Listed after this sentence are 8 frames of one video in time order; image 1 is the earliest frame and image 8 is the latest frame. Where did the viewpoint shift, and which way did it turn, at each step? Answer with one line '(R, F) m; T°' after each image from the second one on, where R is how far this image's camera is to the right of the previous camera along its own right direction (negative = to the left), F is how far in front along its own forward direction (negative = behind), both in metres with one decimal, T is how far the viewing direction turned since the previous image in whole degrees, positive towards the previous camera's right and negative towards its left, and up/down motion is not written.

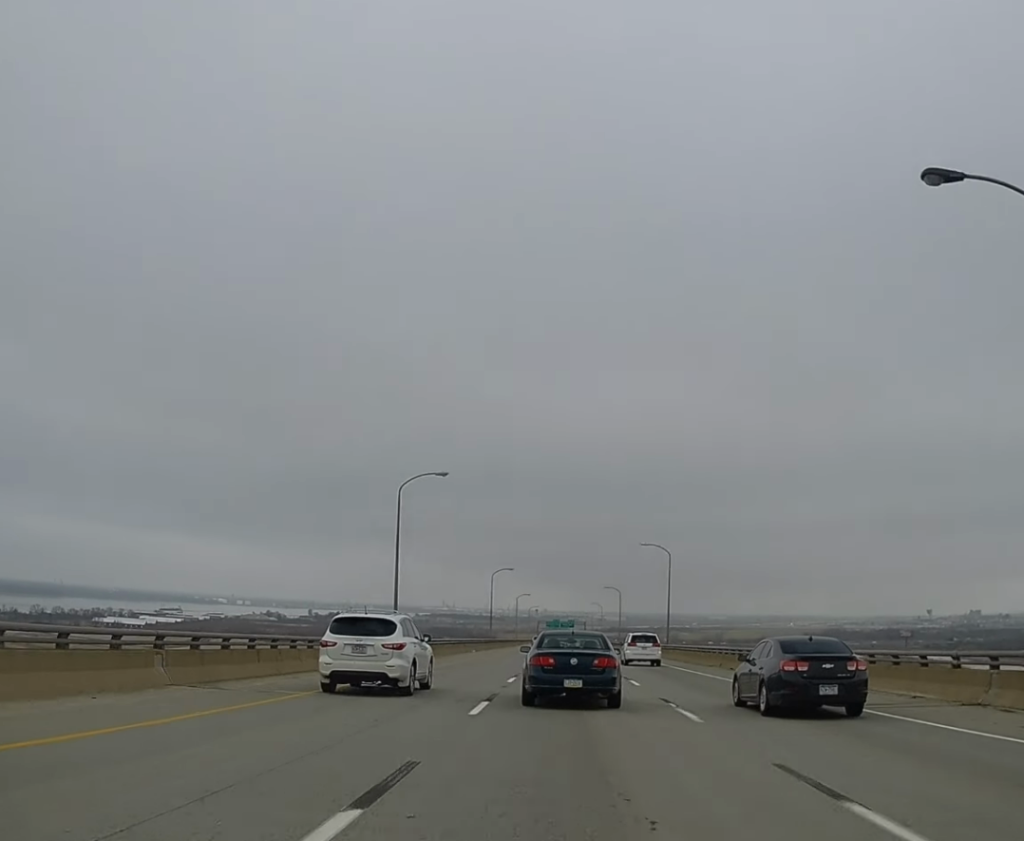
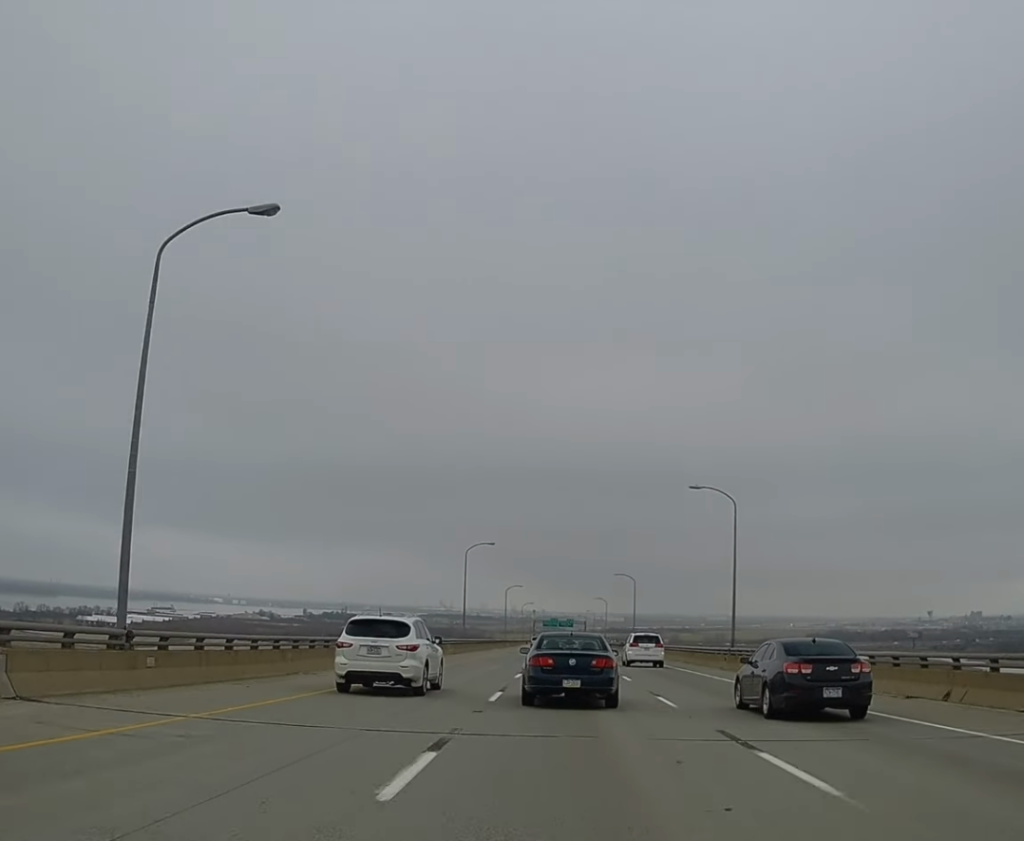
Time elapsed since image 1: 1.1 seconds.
(+0.2, +34.3) m; +1°
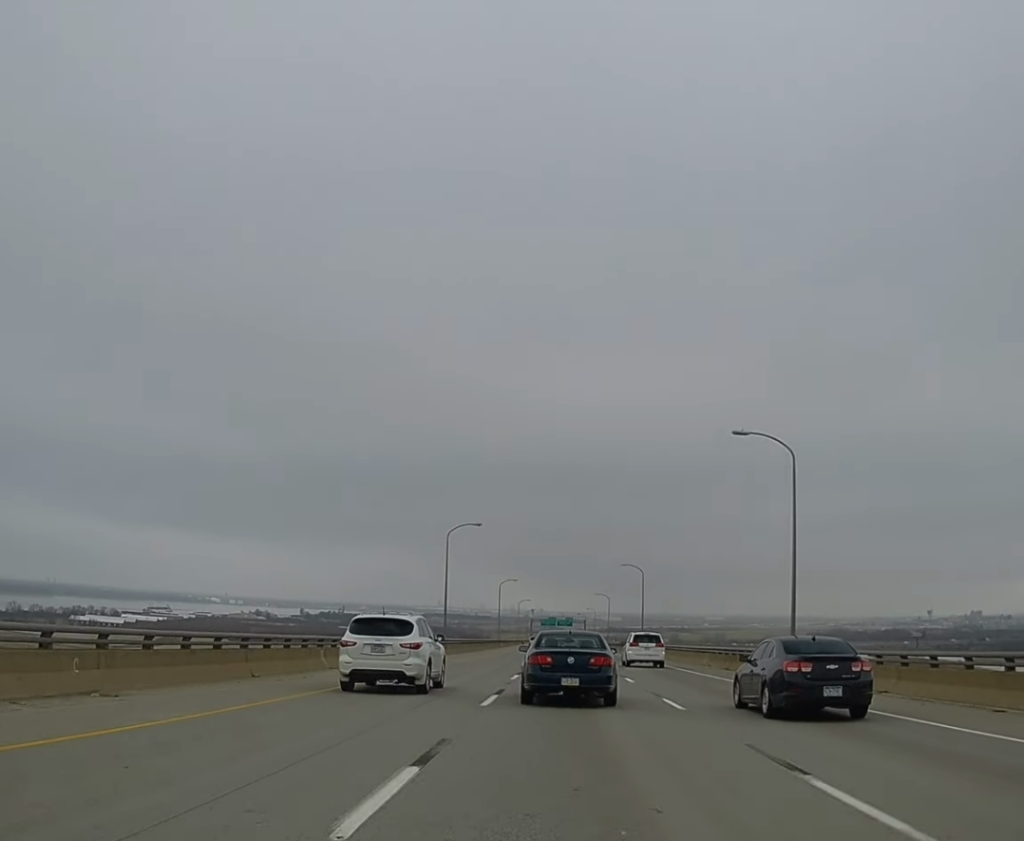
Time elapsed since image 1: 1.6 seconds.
(+0.1, +14.7) m; 0°
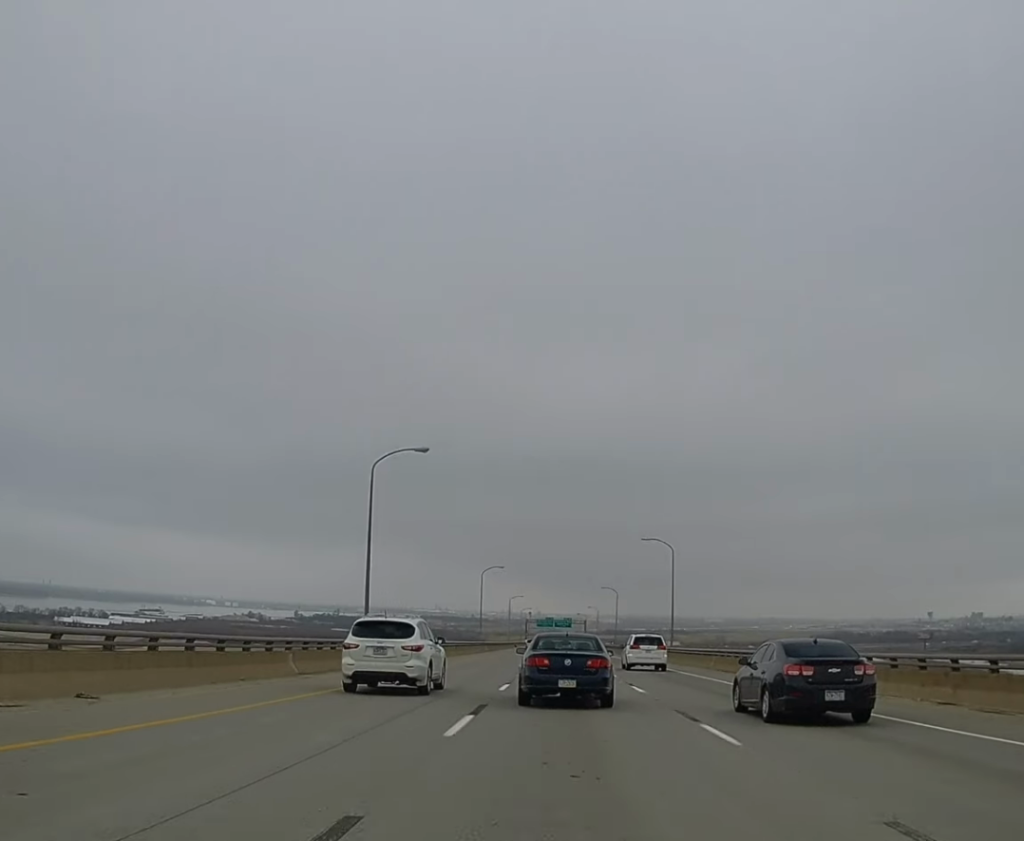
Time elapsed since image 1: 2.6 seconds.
(0.0, +31.6) m; 0°
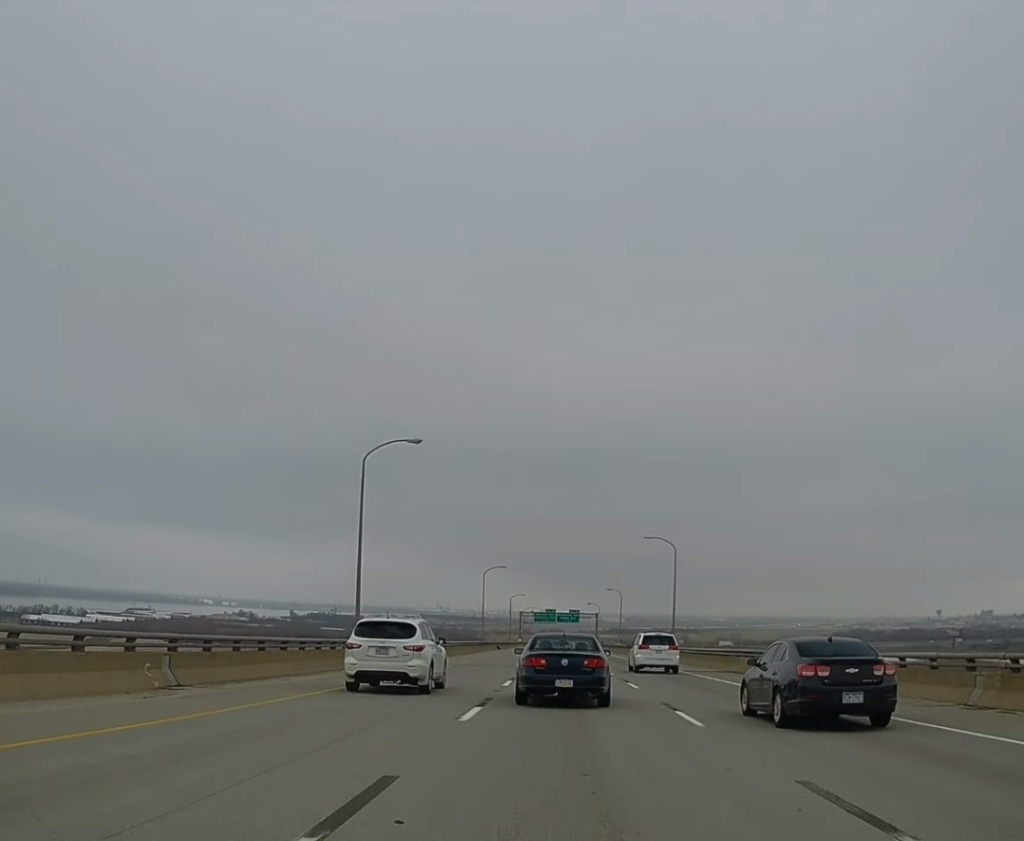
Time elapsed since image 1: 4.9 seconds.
(+0.4, +75.1) m; 0°
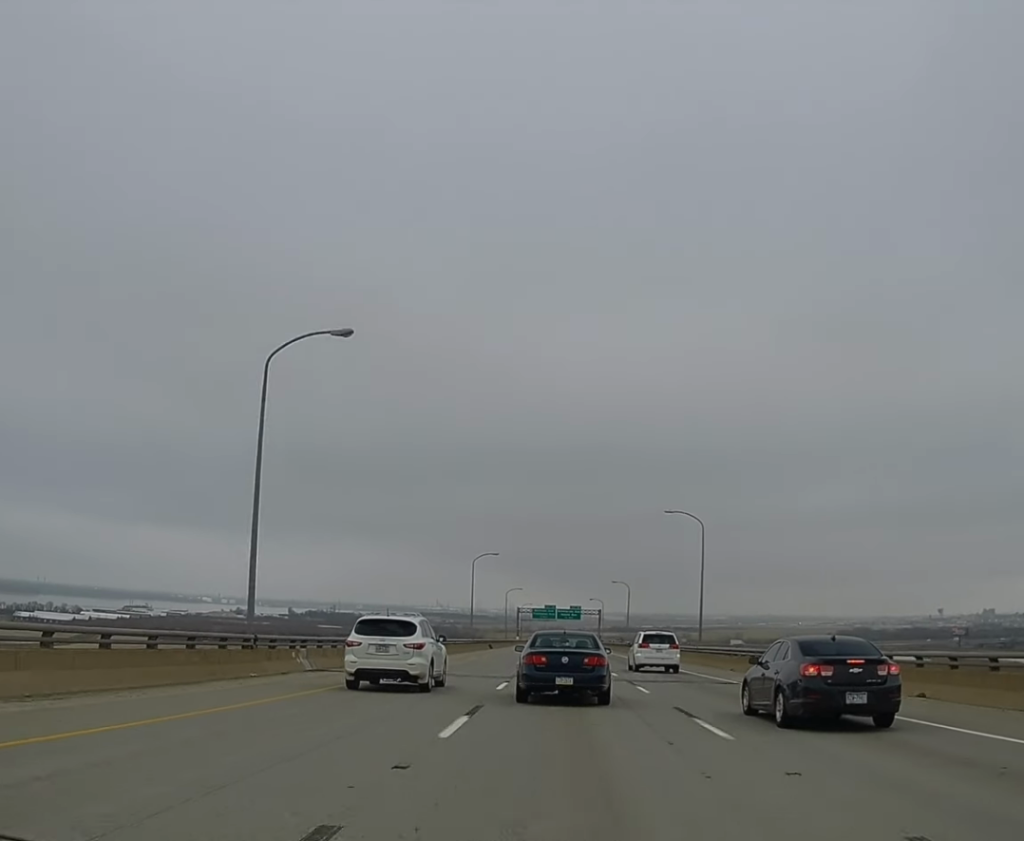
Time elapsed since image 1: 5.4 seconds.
(0.0, +15.9) m; 0°
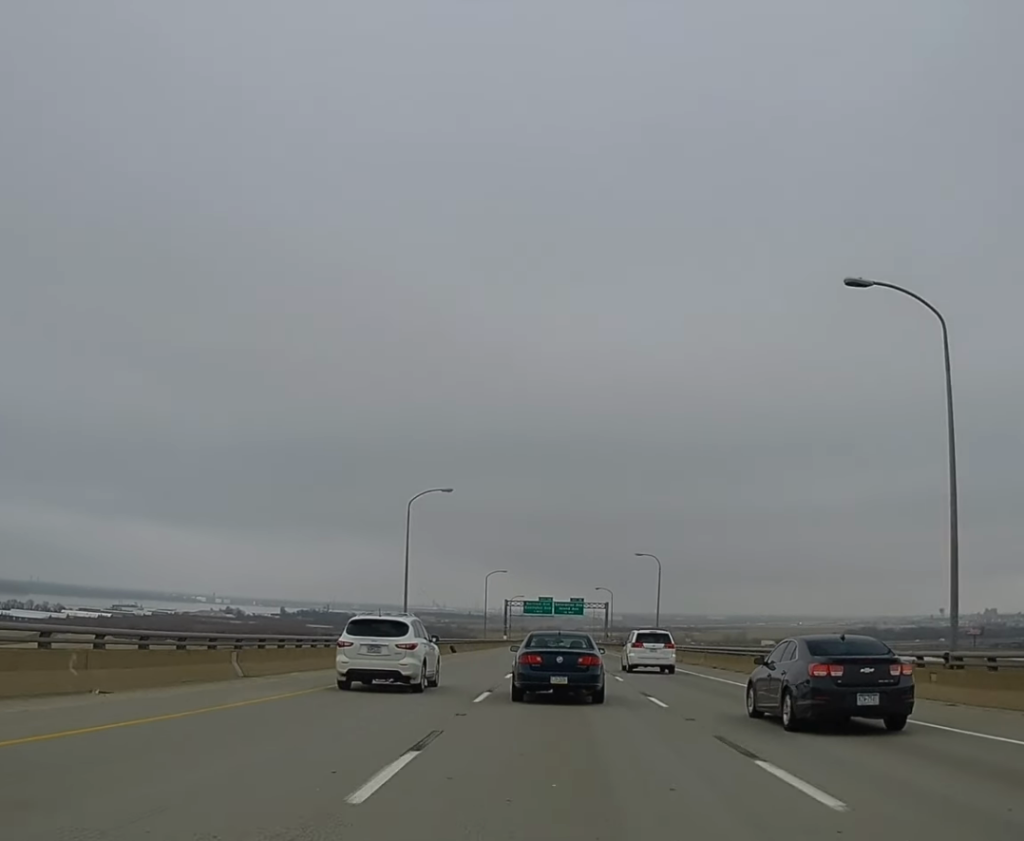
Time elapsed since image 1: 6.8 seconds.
(+0.2, +44.2) m; 0°
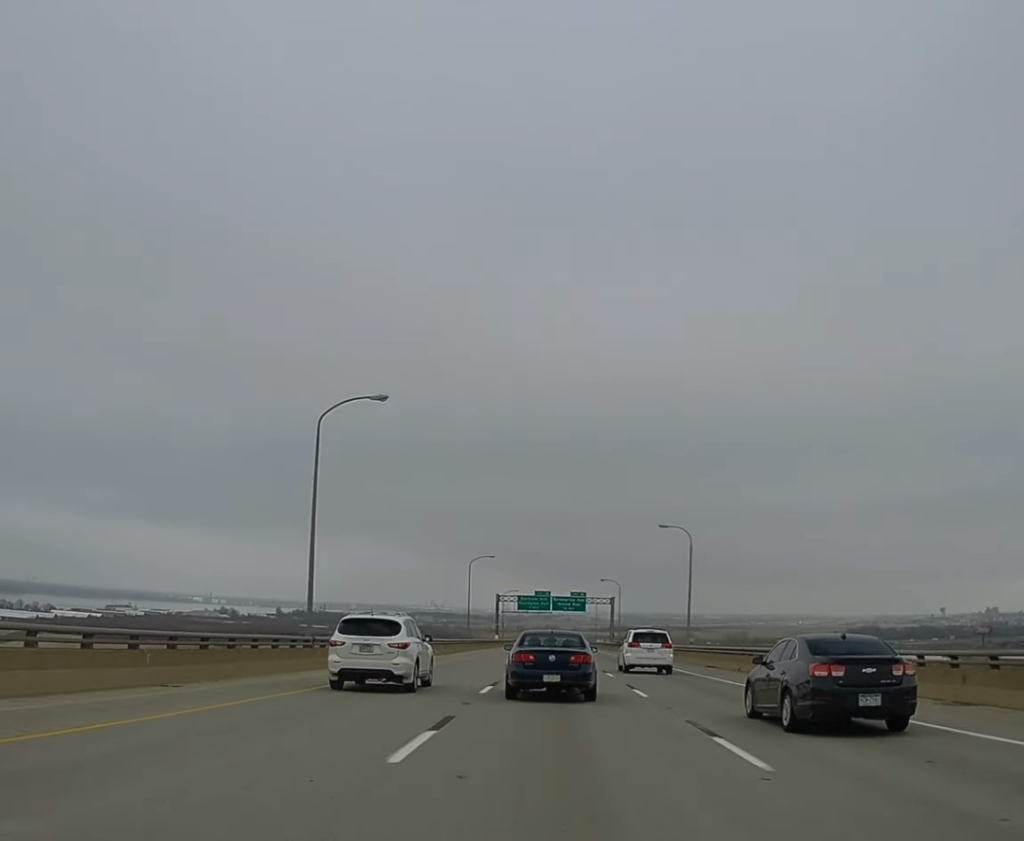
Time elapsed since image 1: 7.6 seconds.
(-0.1, +23.1) m; 0°
